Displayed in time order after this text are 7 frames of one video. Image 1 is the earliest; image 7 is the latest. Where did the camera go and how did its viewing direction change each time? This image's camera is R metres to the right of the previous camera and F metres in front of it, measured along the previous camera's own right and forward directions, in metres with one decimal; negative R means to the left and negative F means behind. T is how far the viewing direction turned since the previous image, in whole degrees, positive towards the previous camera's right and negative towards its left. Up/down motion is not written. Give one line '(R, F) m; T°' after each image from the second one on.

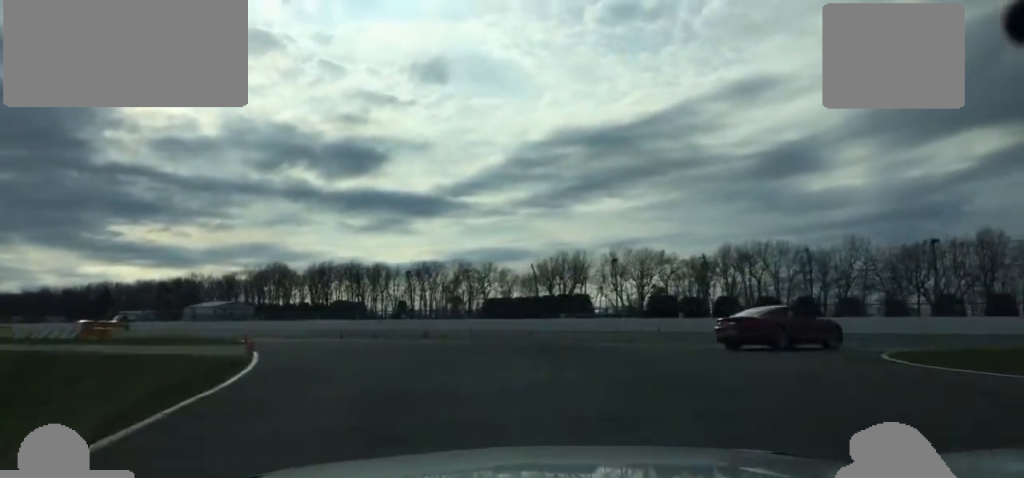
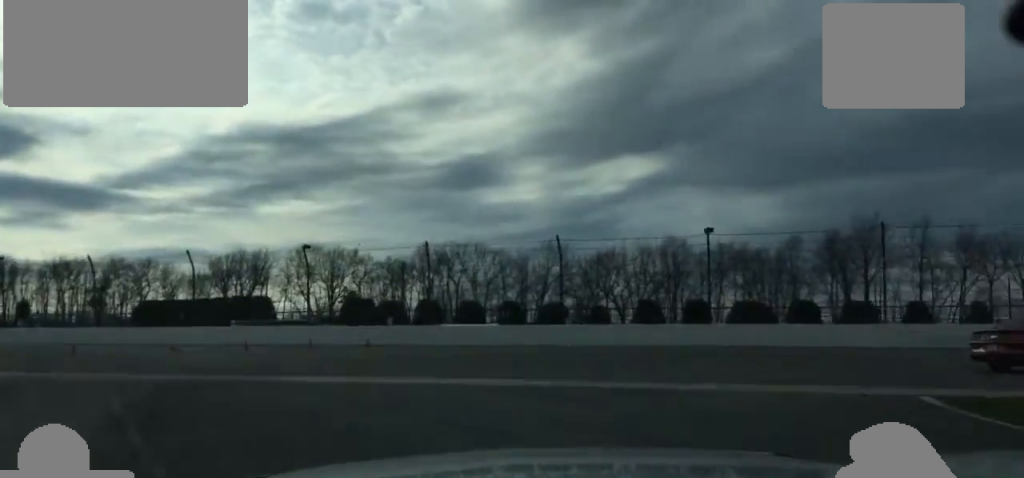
(+1.6, +17.0) m; +17°
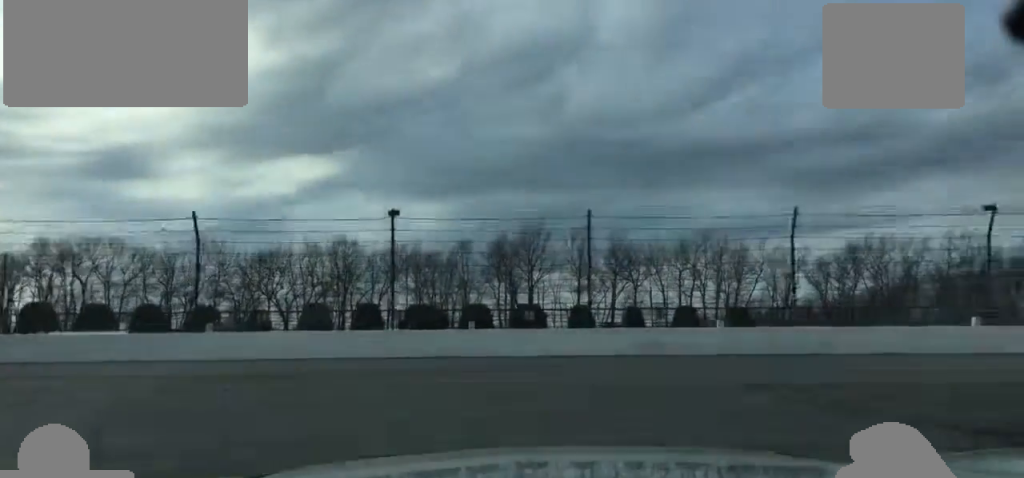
(+1.4, +10.8) m; +19°
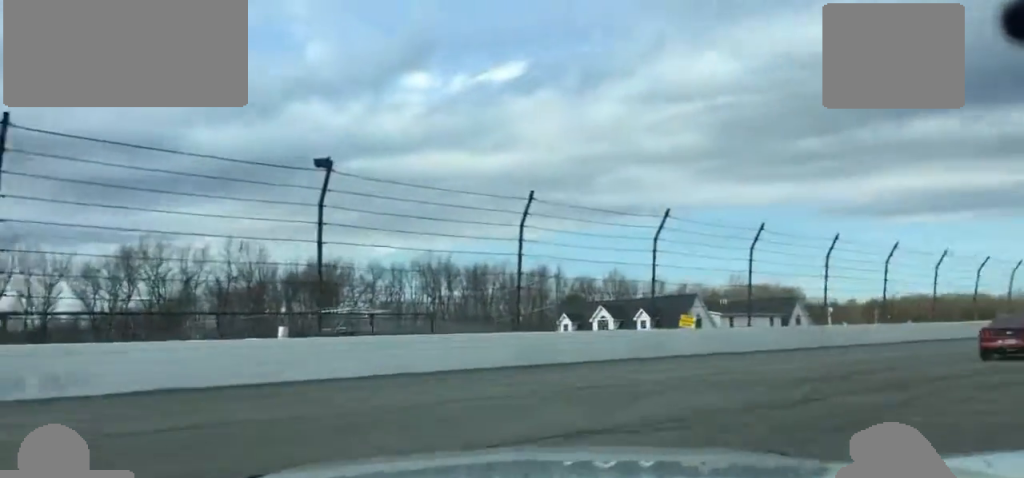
(+7.5, +14.3) m; +55°
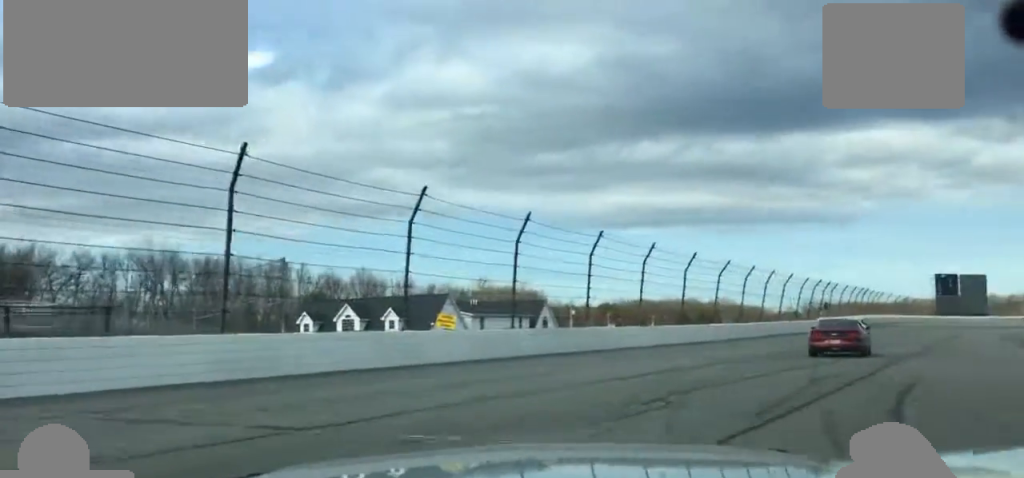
(+1.5, +7.1) m; +18°
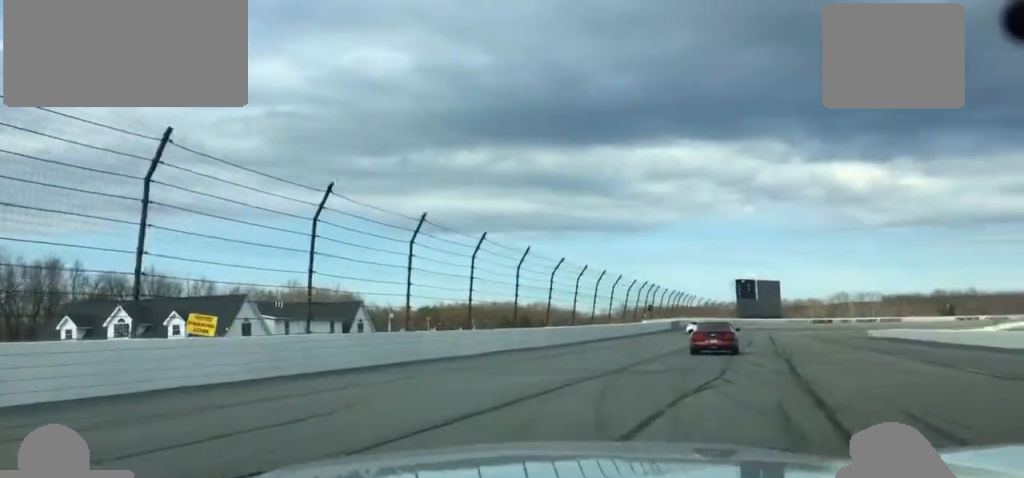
(+0.9, +8.3) m; +7°
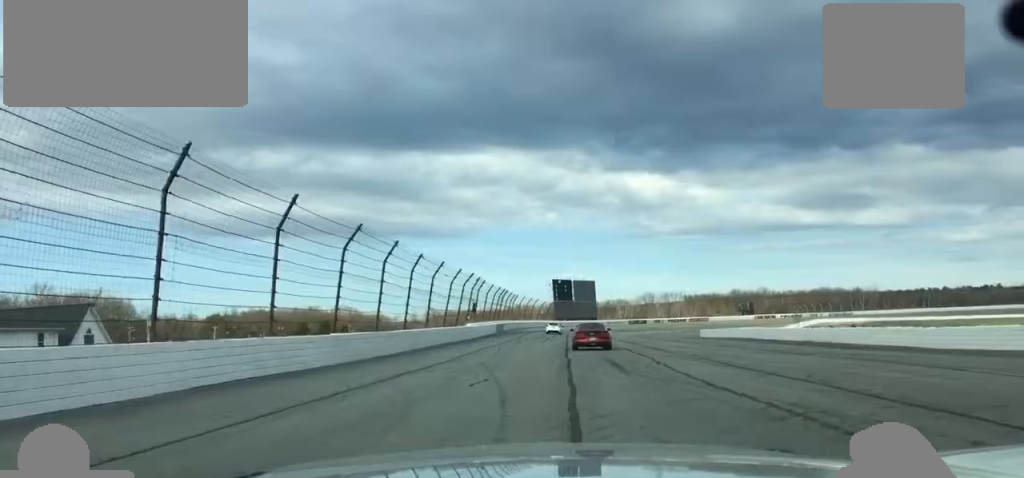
(+2.3, +19.8) m; +9°
